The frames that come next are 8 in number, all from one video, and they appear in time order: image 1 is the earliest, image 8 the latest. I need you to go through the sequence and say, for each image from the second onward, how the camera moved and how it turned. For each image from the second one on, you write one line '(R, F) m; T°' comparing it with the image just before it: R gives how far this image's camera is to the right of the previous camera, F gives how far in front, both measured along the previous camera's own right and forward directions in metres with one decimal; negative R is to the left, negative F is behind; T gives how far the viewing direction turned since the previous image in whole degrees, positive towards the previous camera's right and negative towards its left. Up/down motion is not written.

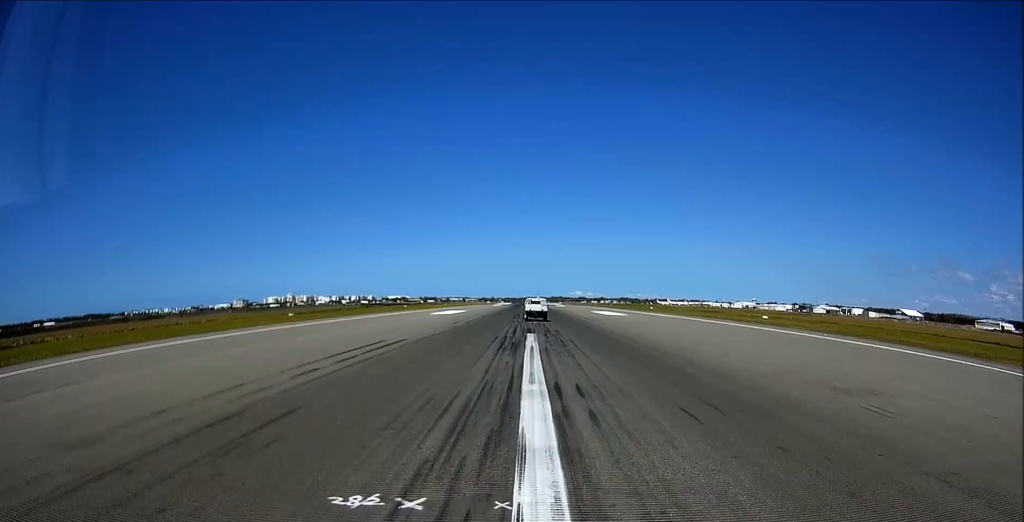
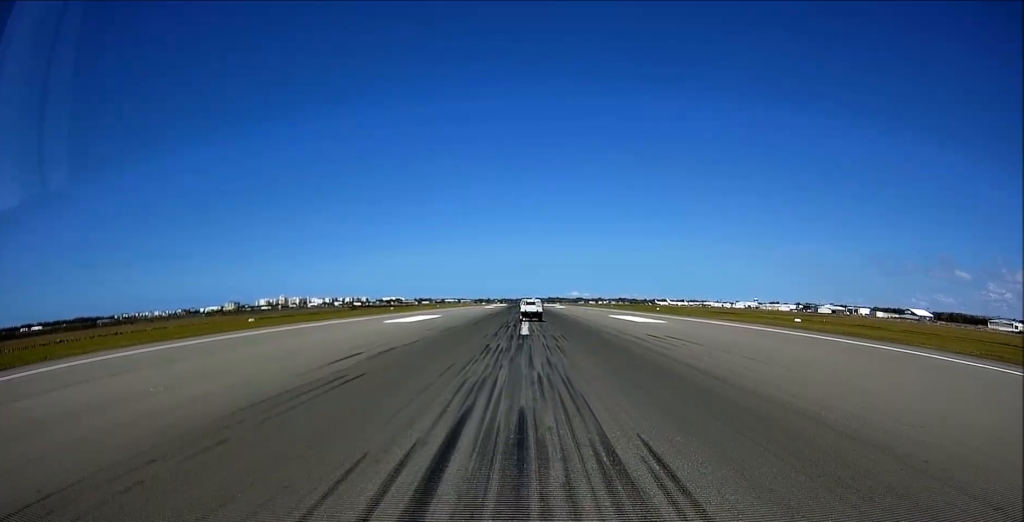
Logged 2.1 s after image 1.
(0.0, +18.5) m; 0°
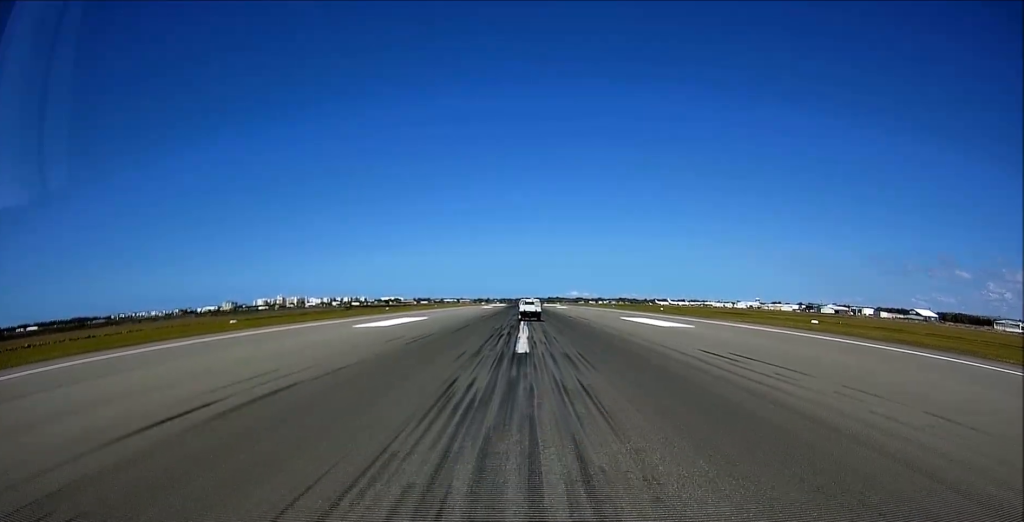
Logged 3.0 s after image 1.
(0.0, +9.7) m; 0°
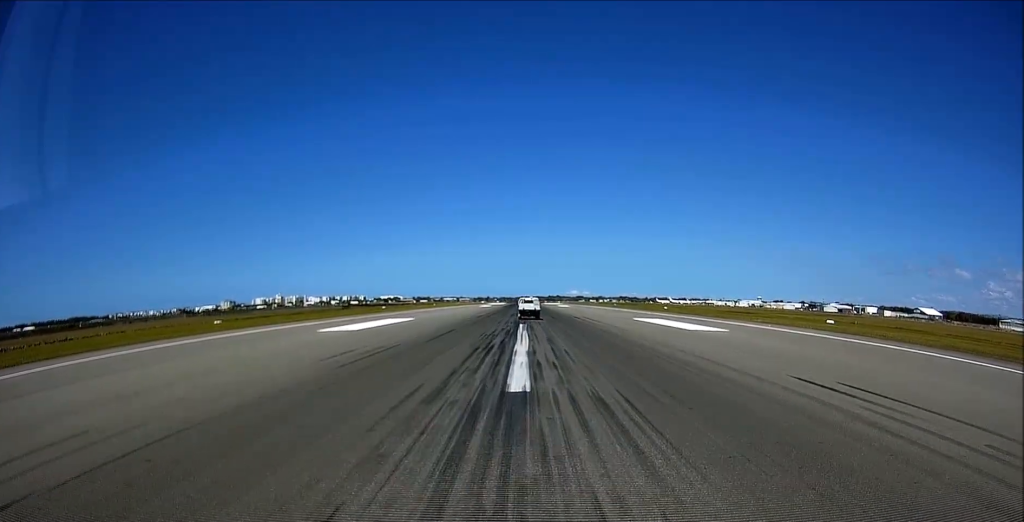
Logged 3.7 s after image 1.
(0.0, +9.9) m; 0°
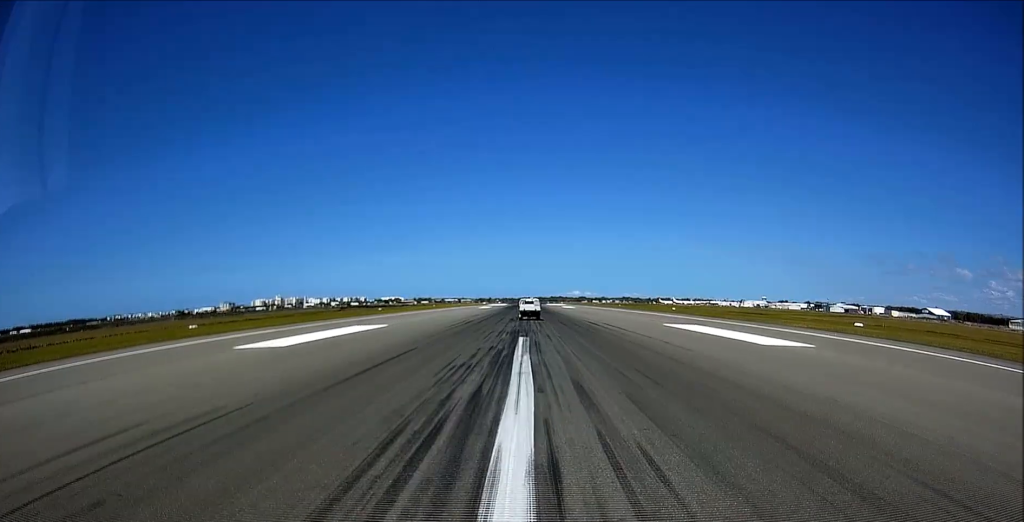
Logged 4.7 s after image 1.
(0.0, +17.8) m; 0°
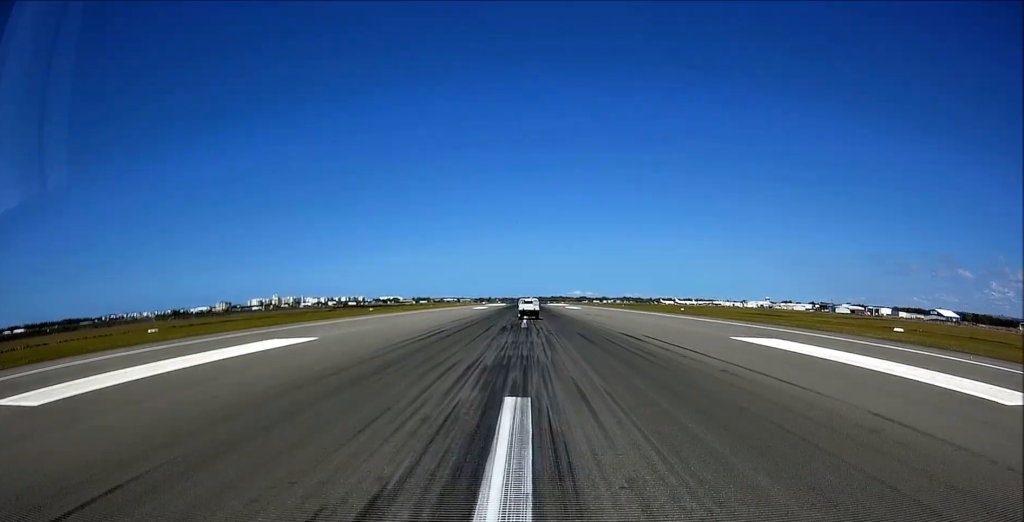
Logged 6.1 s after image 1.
(+0.1, +22.5) m; +1°
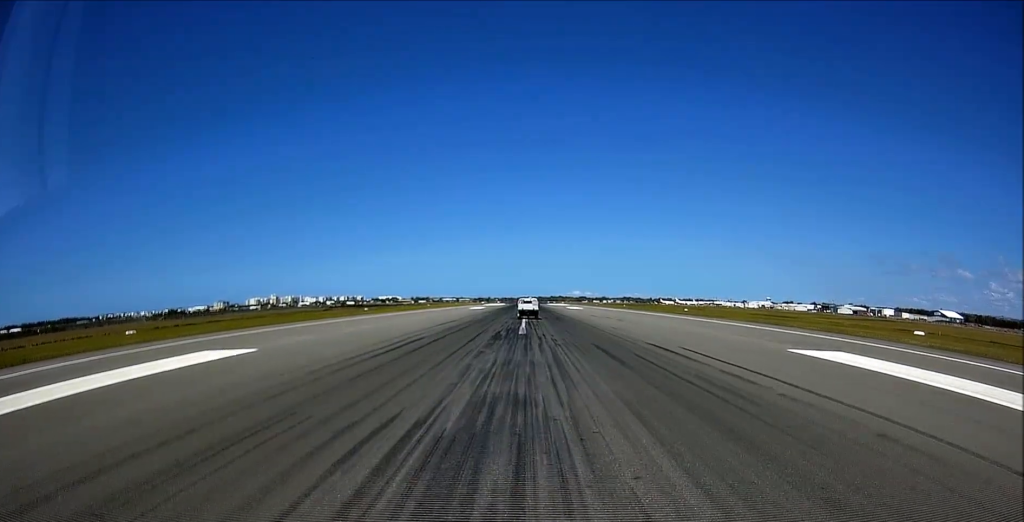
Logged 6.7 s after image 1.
(0.0, +9.5) m; 0°
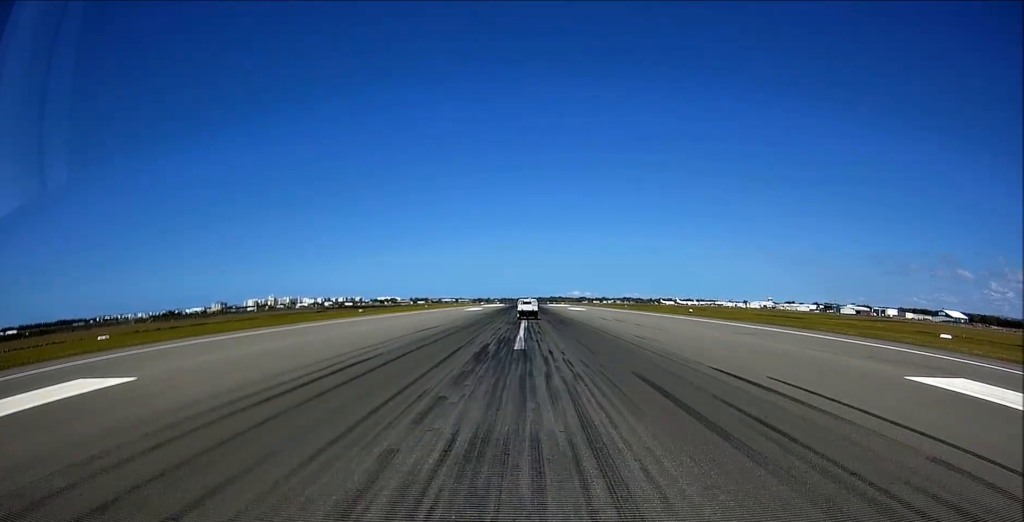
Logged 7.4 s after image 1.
(0.0, +9.8) m; 0°
